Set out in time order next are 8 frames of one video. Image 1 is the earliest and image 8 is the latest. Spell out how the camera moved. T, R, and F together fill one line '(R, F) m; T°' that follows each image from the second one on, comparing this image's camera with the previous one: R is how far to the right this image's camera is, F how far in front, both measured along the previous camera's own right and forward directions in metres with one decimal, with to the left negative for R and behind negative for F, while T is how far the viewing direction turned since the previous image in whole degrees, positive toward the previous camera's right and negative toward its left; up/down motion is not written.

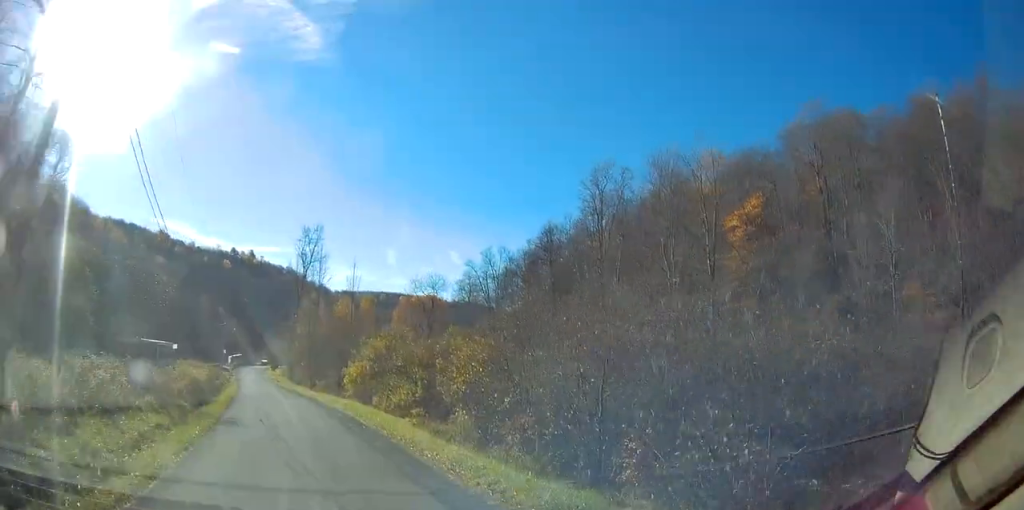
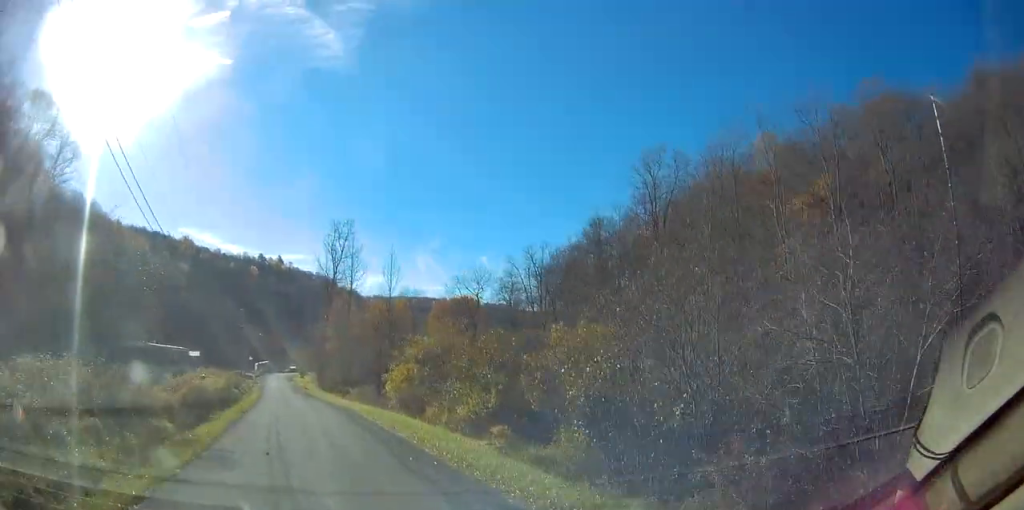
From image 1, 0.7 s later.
(0.0, +8.1) m; -2°
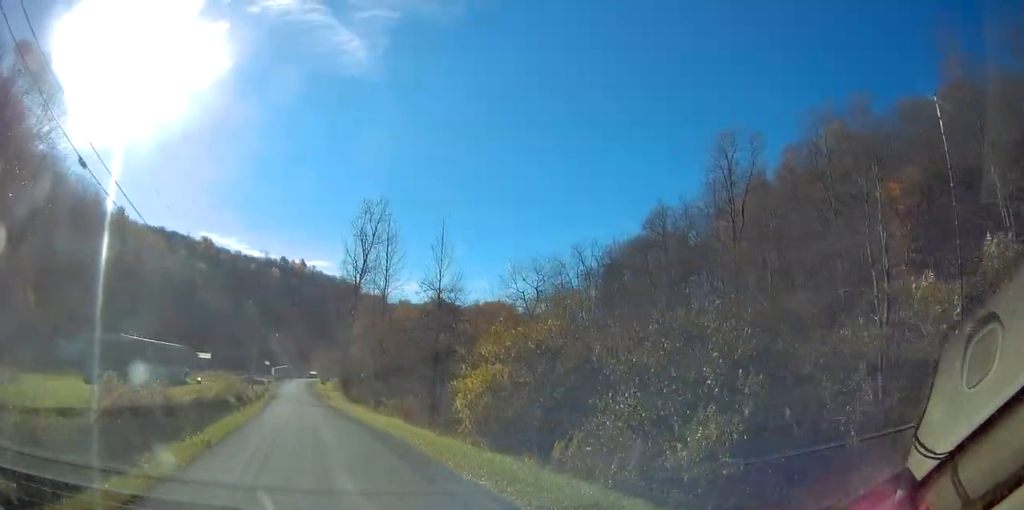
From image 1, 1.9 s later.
(-0.7, +13.2) m; -3°
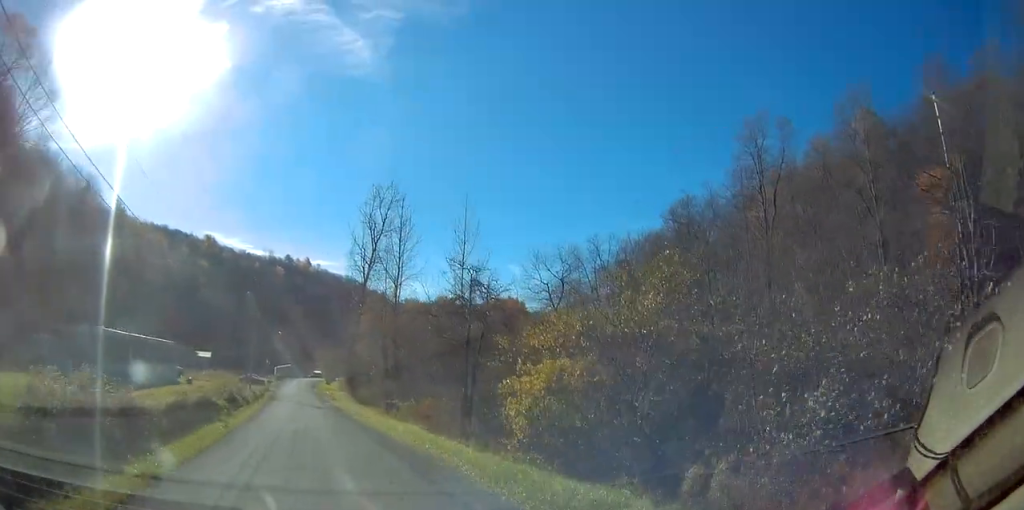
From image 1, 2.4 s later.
(-0.1, +5.5) m; 0°
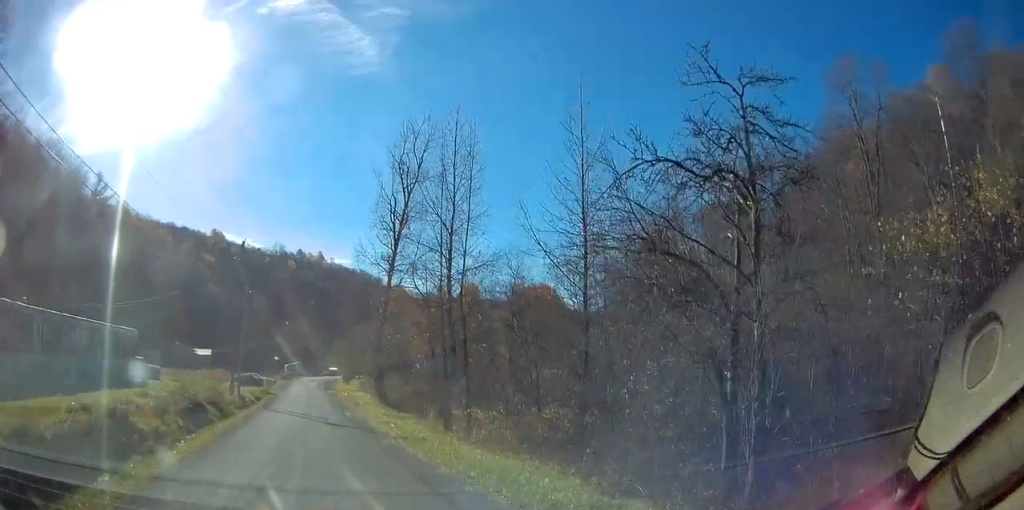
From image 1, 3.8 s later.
(-0.2, +15.8) m; -2°
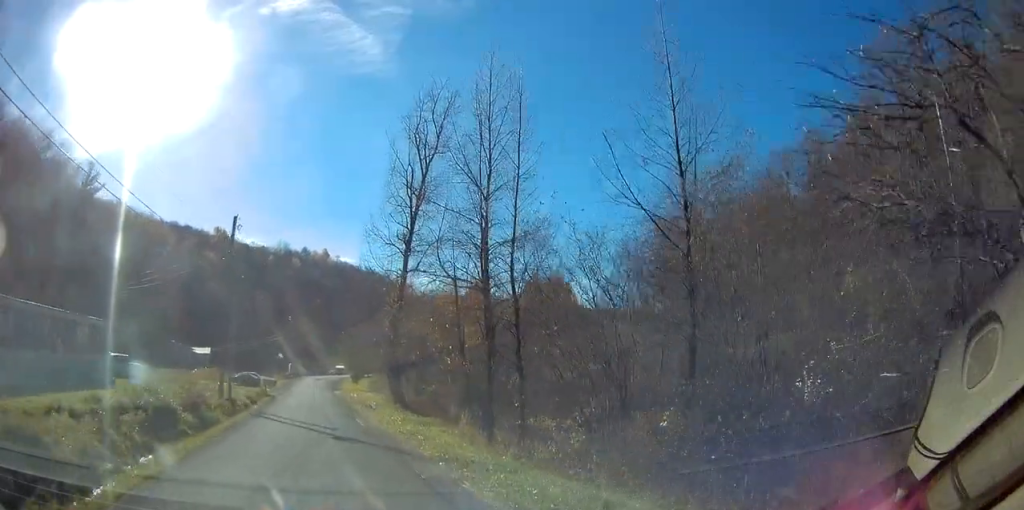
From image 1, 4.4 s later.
(-0.1, +6.2) m; -1°
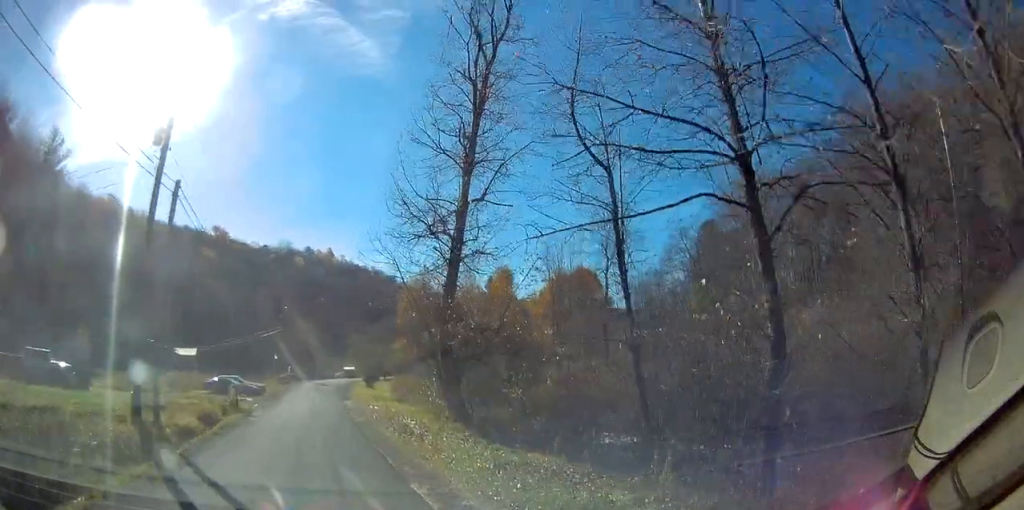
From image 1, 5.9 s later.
(+0.1, +16.4) m; +1°
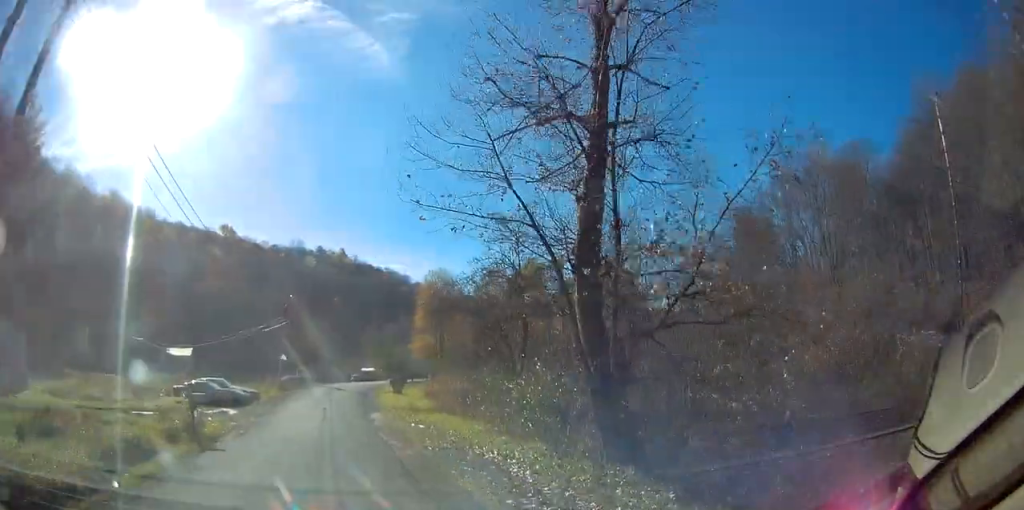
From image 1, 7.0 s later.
(0.0, +11.5) m; -1°
